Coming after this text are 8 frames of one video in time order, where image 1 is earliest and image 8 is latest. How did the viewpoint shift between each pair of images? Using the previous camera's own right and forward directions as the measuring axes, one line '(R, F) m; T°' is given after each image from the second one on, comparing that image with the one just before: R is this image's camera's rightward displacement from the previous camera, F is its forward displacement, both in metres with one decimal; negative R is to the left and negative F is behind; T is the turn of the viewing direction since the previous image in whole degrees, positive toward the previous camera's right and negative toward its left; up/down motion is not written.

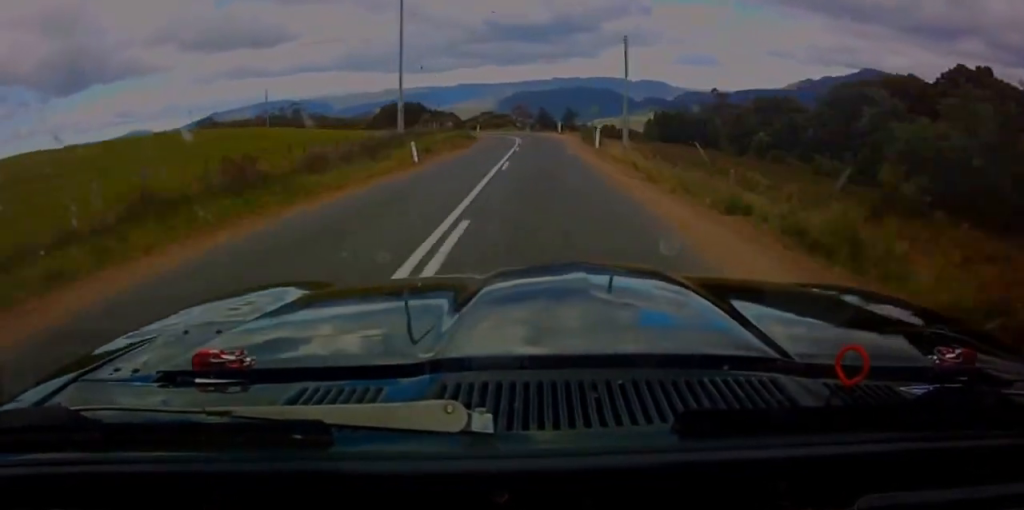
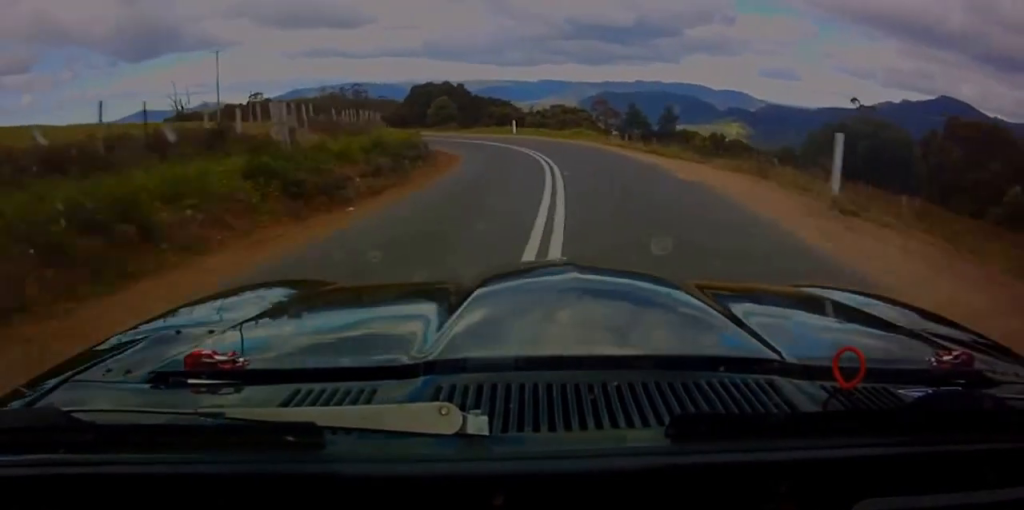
(-7.4, +43.9) m; -21°
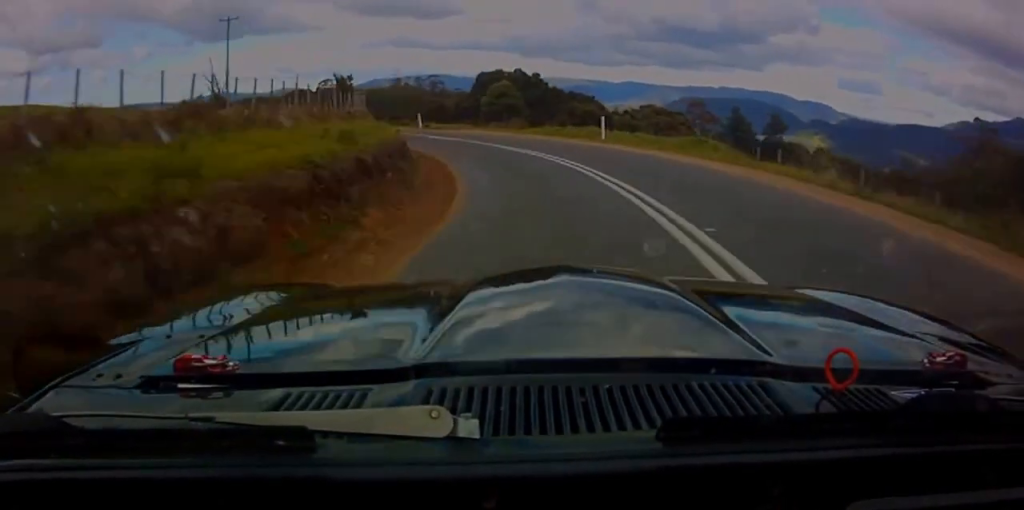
(-1.5, +18.2) m; -5°
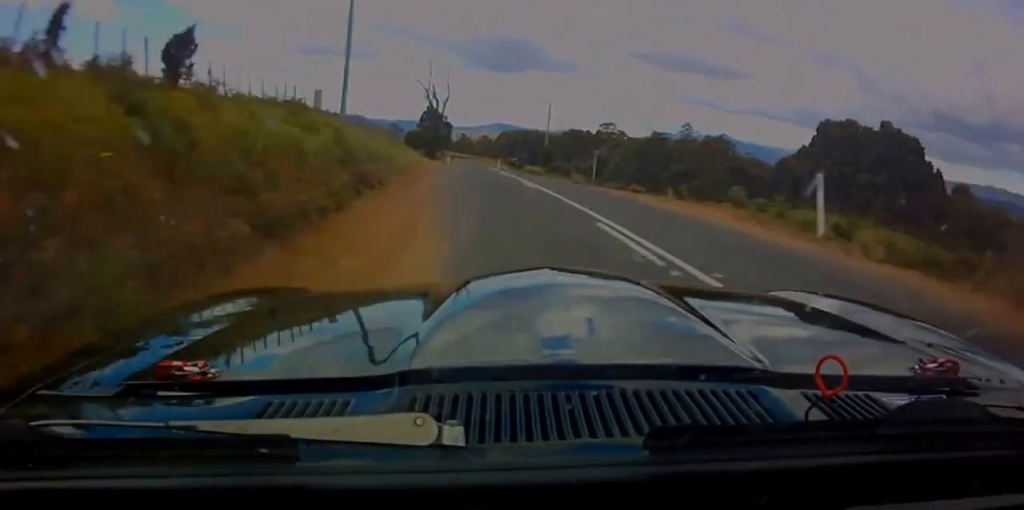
(-0.2, +38.6) m; 0°
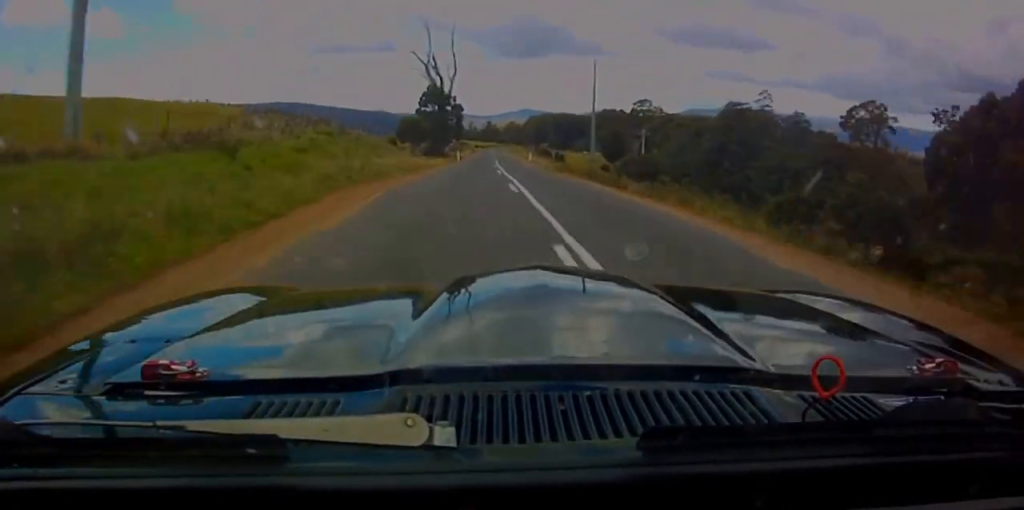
(0.0, +24.7) m; 0°
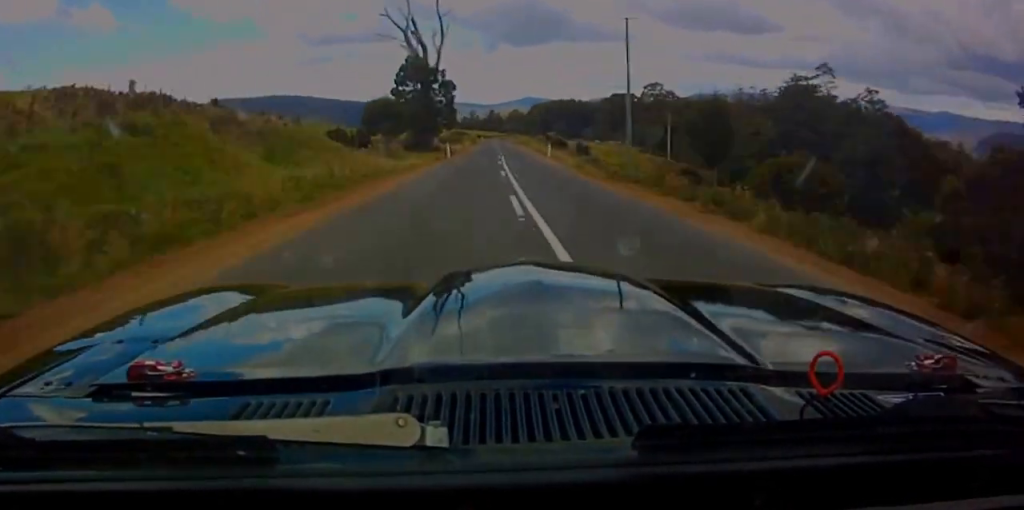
(0.0, +16.8) m; -1°
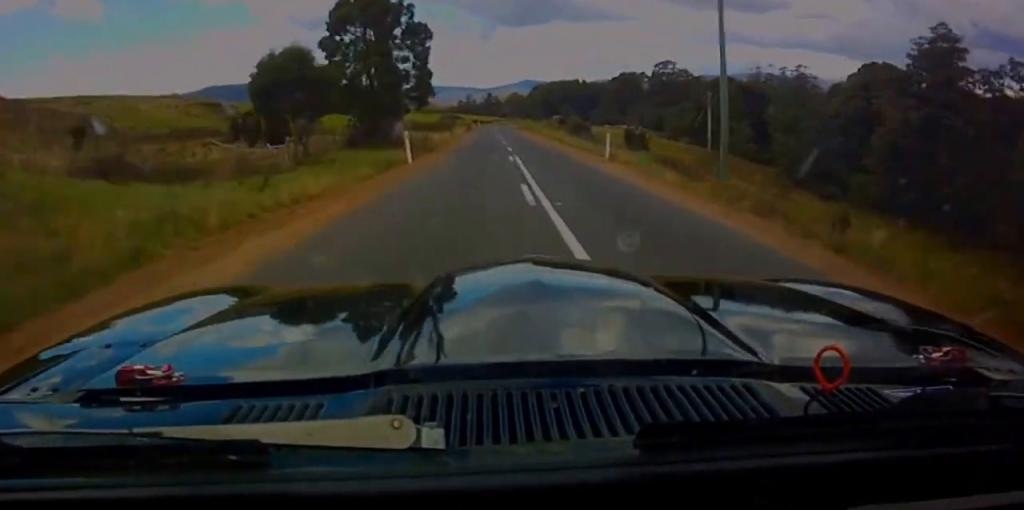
(+0.3, +22.1) m; -5°
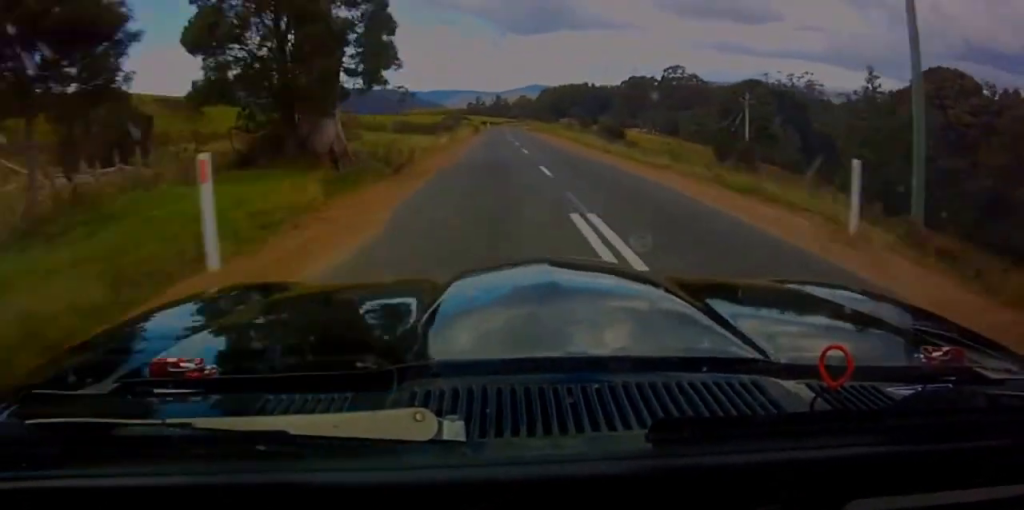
(-0.4, +17.0) m; -4°
